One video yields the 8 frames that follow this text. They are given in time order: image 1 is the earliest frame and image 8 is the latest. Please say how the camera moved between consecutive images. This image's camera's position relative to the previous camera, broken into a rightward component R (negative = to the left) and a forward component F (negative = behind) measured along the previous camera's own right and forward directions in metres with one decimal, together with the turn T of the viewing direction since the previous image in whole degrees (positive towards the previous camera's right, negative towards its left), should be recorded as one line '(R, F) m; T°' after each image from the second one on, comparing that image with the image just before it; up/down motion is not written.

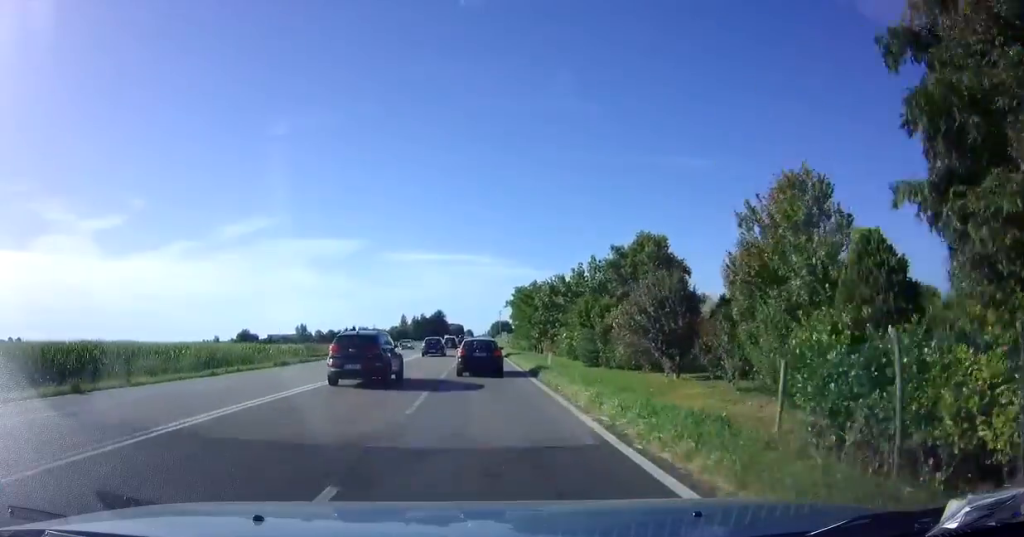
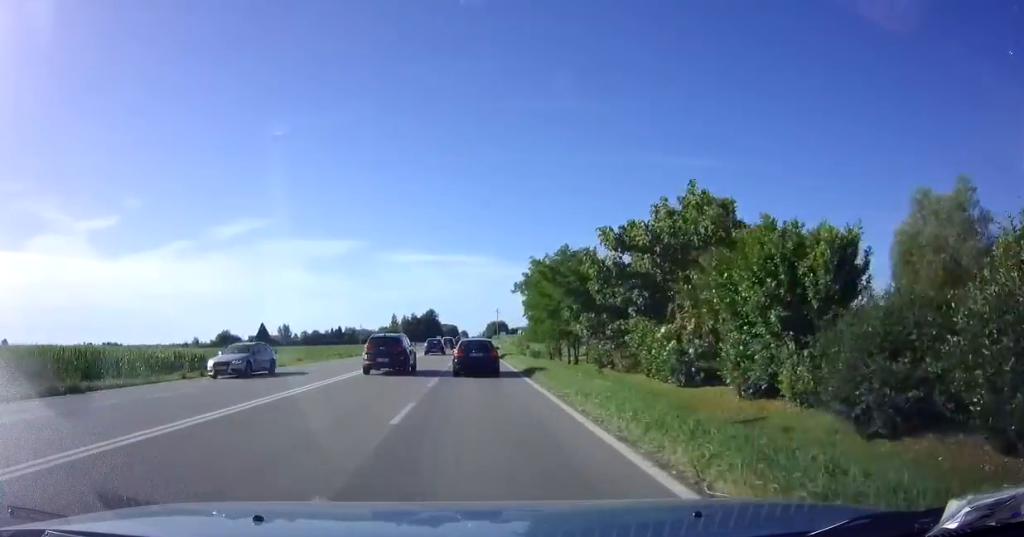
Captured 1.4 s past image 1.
(0.0, +23.1) m; 0°
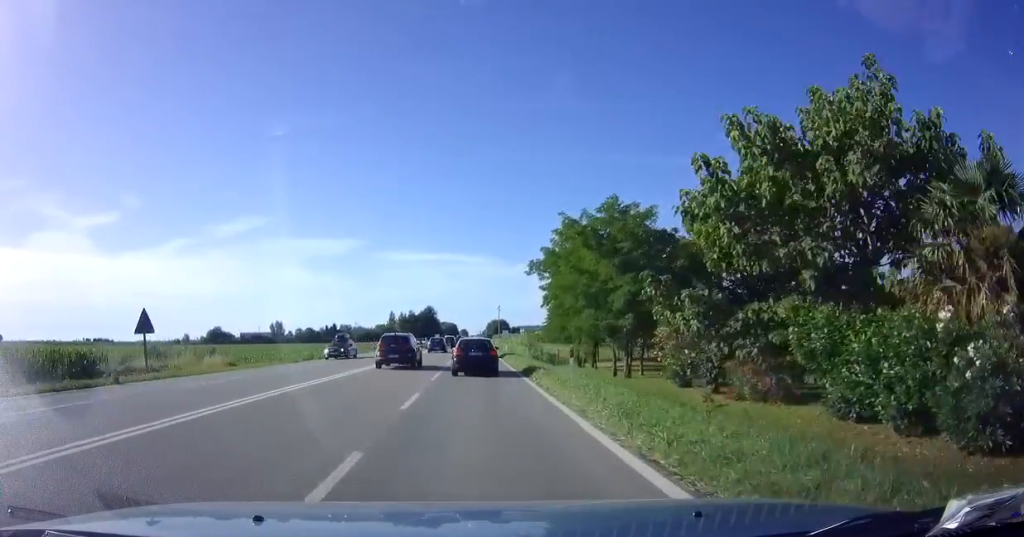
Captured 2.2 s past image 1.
(0.0, +12.8) m; 0°
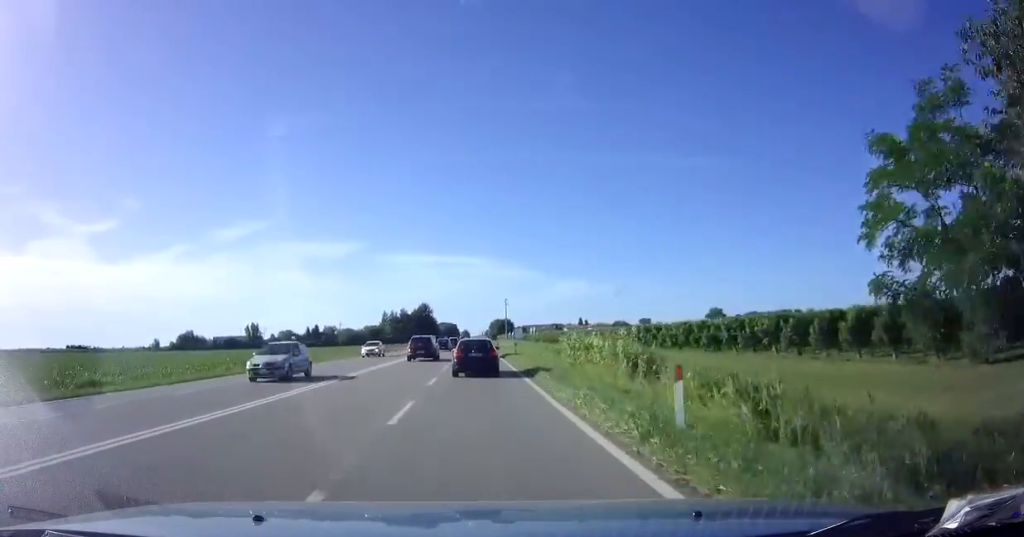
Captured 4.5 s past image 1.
(-0.2, +38.5) m; 0°
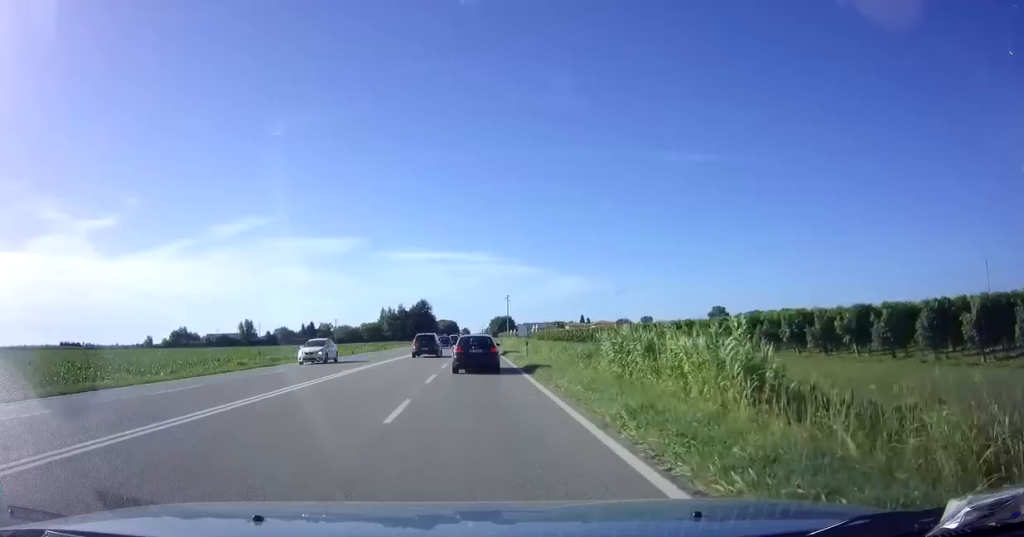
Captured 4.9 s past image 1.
(0.0, +7.8) m; 0°
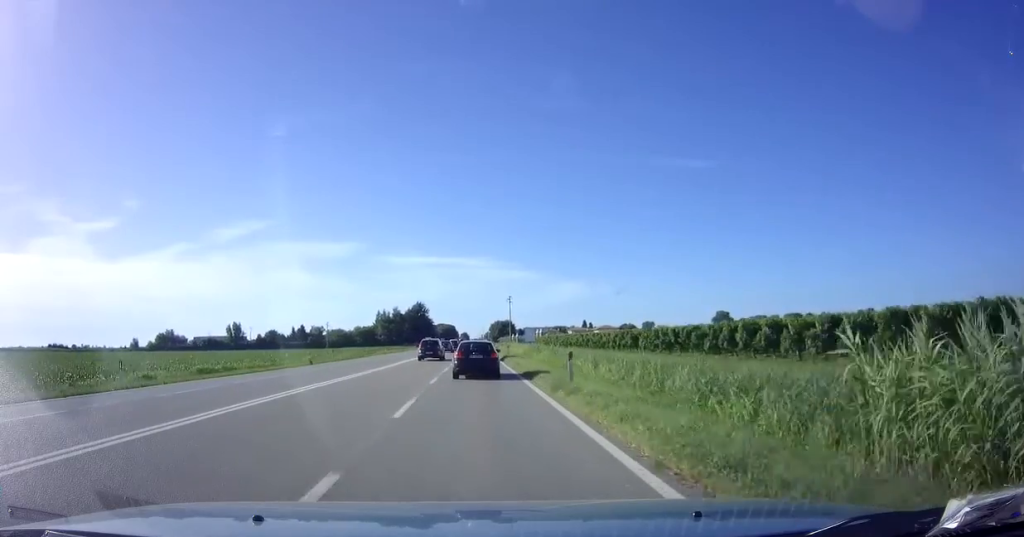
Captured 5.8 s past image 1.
(0.0, +14.0) m; 0°
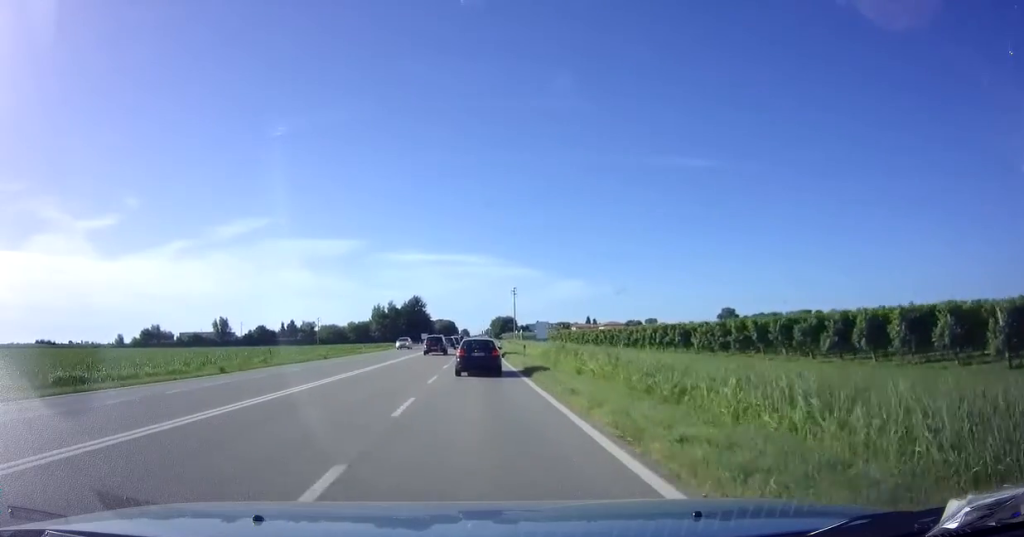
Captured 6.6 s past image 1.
(-0.1, +14.5) m; 0°
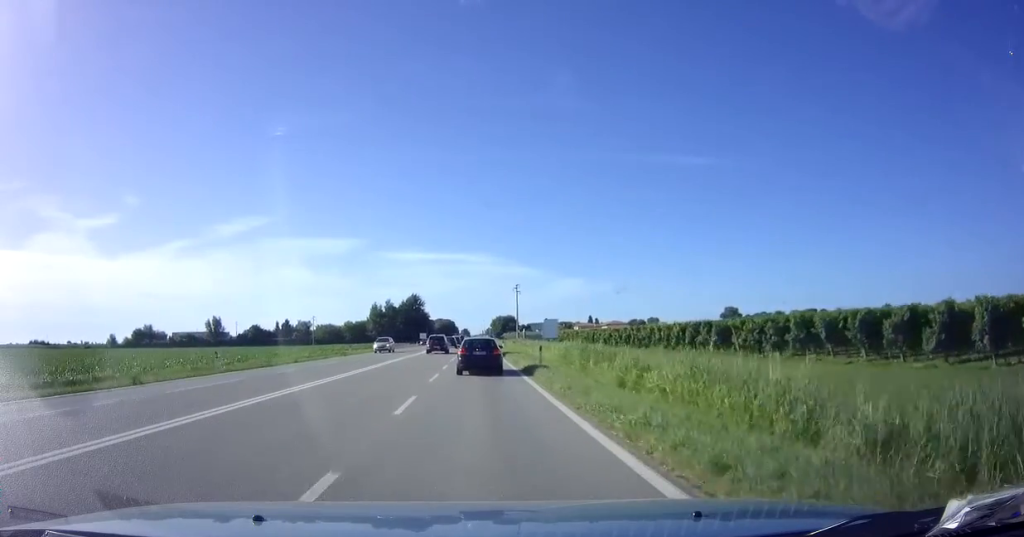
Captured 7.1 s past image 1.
(+0.1, +7.3) m; 0°
